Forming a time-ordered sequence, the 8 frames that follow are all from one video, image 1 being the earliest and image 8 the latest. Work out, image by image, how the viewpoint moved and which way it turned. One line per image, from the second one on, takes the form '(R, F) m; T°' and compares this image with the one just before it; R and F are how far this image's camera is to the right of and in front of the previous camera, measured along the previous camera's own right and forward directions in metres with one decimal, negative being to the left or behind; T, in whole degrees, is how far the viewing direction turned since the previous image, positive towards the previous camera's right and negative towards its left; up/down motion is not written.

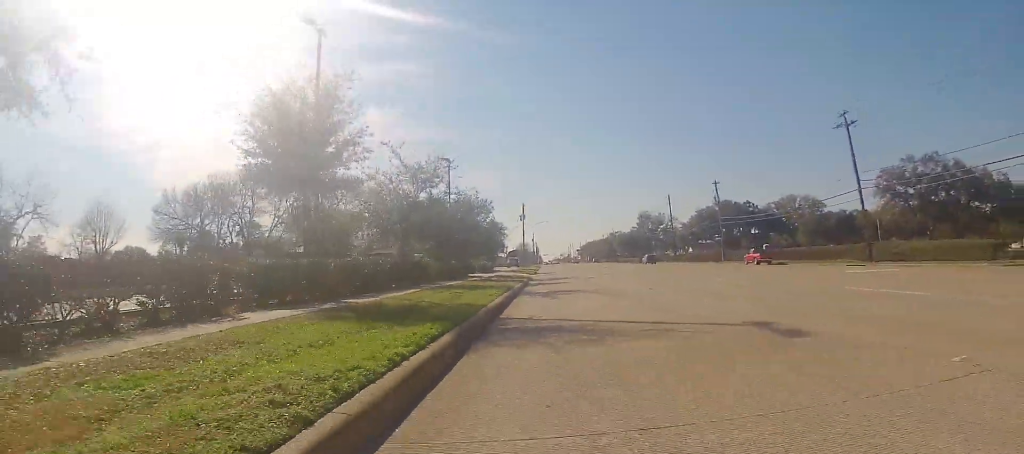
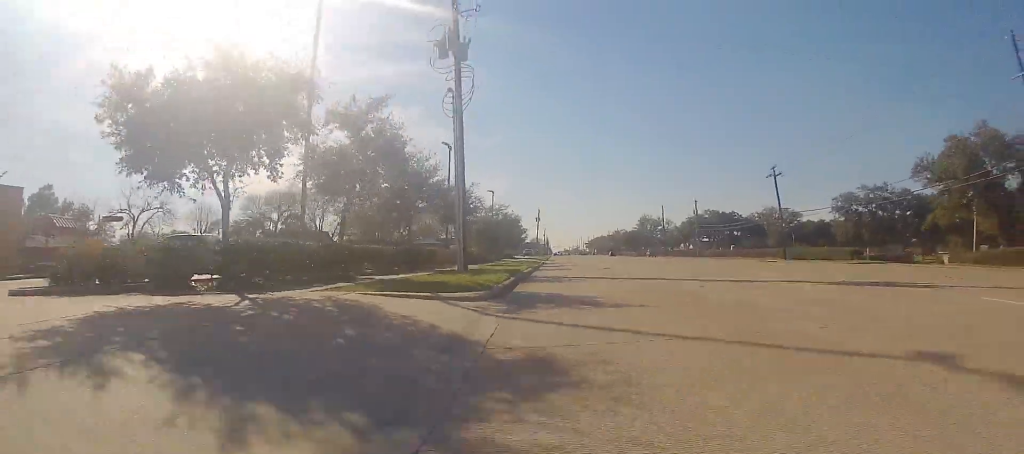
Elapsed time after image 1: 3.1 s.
(+1.1, +20.2) m; +1°
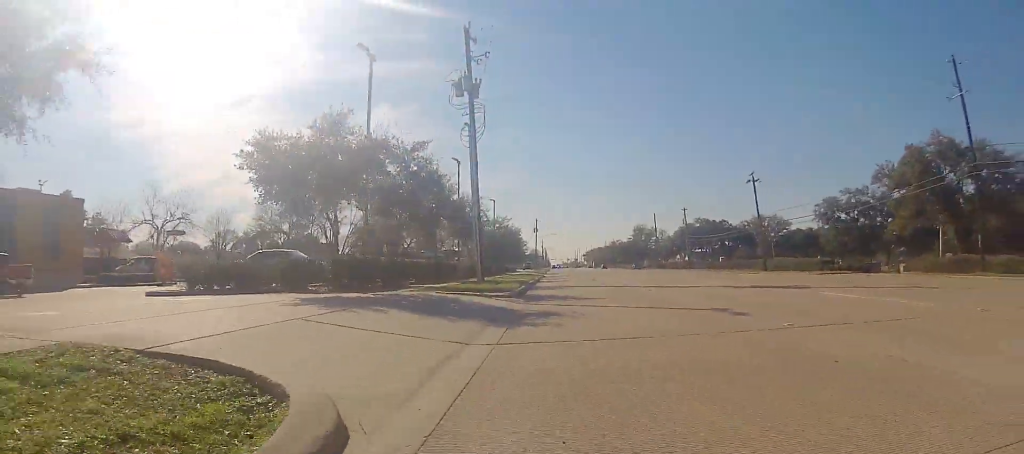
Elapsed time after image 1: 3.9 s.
(-0.1, +5.8) m; -1°
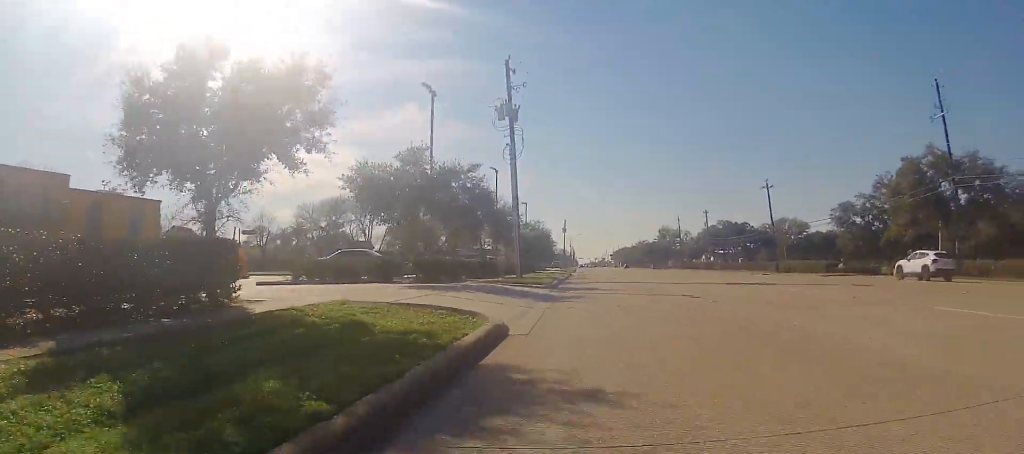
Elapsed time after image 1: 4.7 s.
(0.0, +5.4) m; 0°
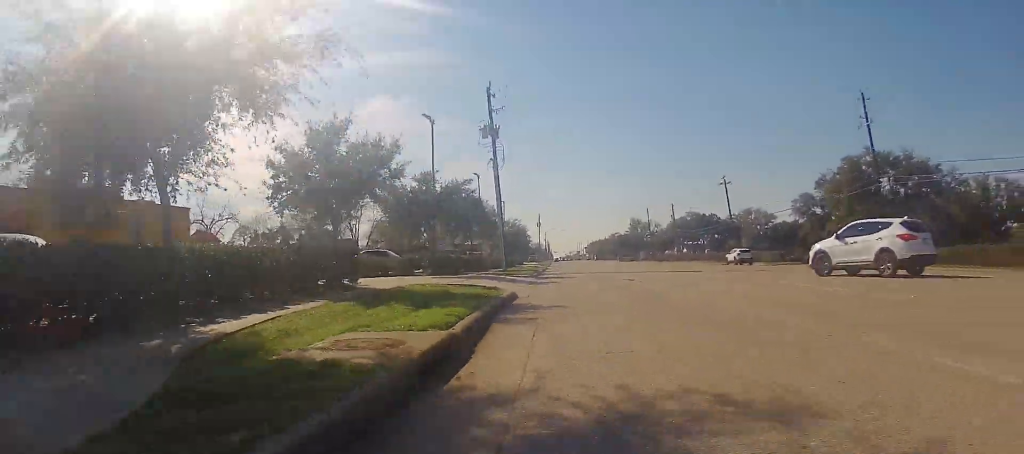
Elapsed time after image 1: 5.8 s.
(0.0, +7.1) m; -3°
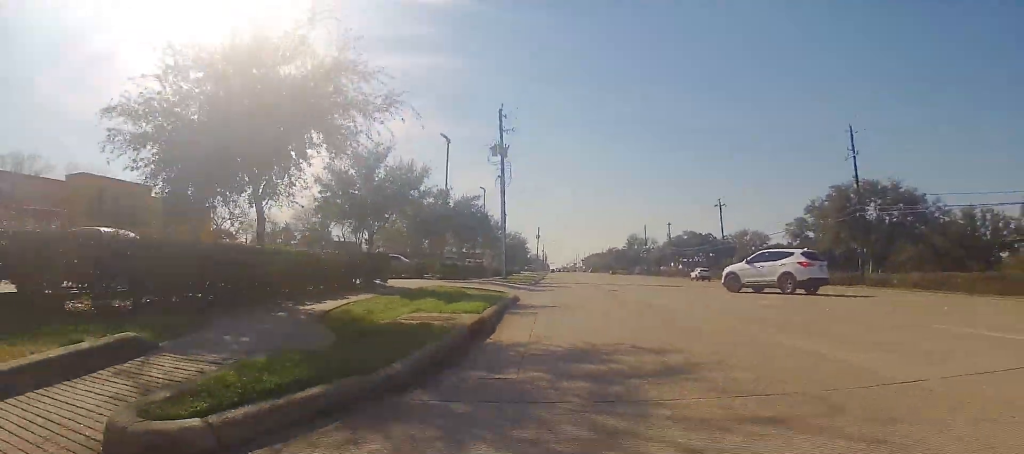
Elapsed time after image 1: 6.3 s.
(+0.1, +3.3) m; -2°
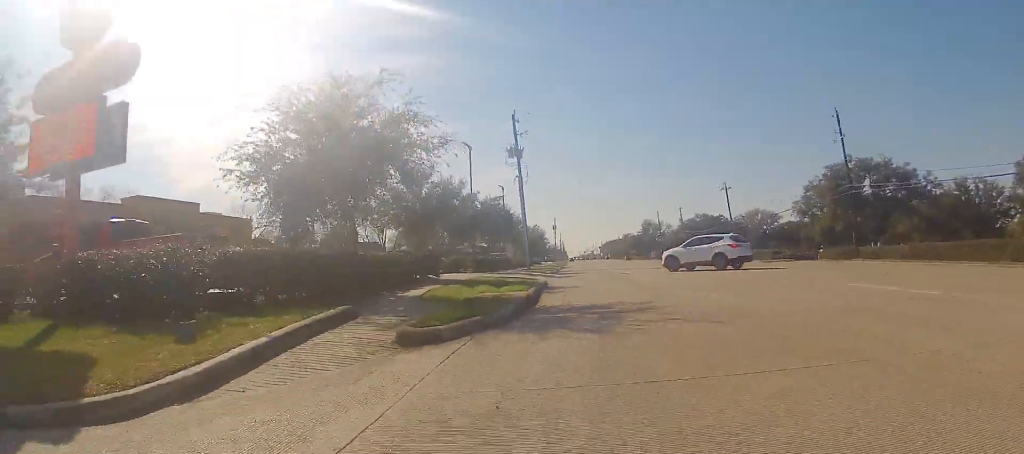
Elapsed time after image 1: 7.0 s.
(-0.3, +4.3) m; 0°
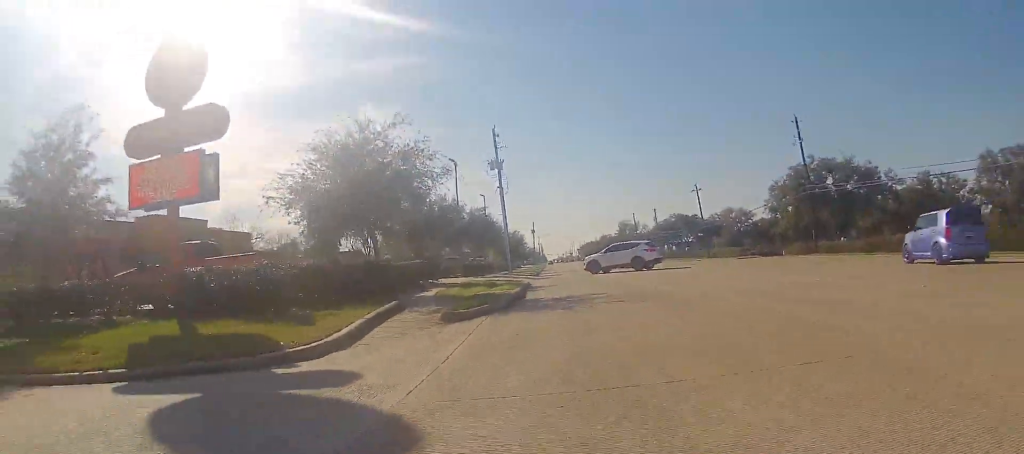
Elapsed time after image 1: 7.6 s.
(0.0, +4.1) m; +1°
